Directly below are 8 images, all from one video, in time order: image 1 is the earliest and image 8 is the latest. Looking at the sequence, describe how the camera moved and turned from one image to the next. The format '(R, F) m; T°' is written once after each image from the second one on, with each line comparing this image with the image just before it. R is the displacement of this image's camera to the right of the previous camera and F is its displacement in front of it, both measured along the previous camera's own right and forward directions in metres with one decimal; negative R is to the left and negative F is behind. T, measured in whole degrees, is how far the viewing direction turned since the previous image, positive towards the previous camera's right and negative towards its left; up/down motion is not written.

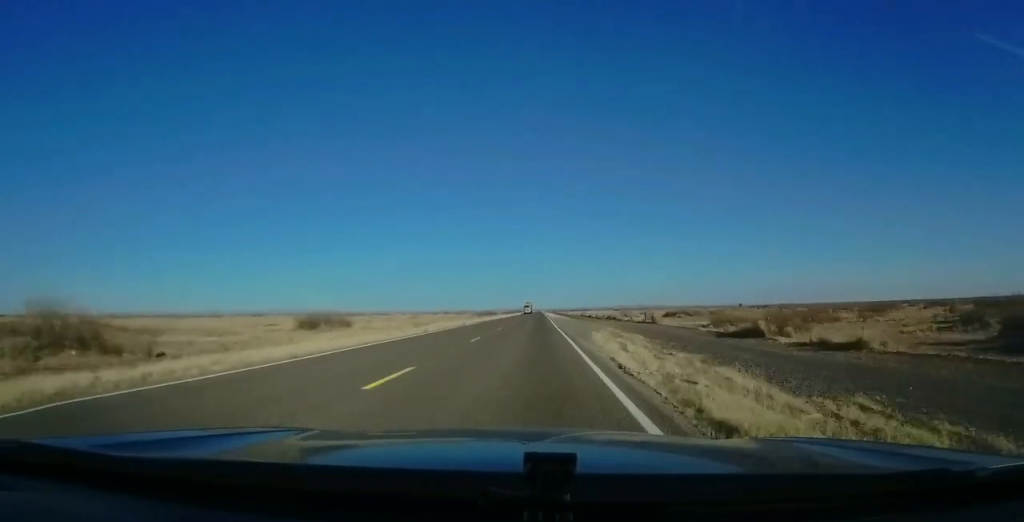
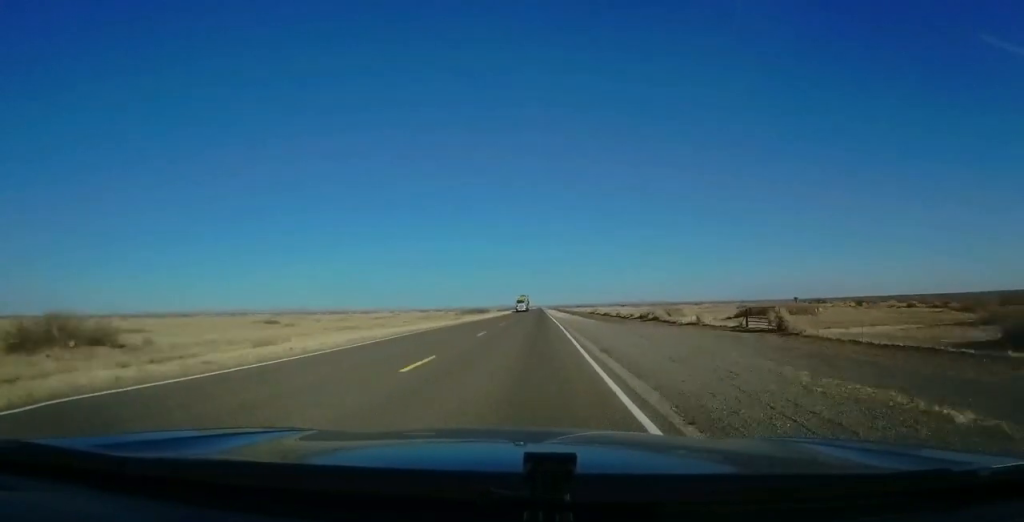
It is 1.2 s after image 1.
(-0.6, +34.6) m; -1°
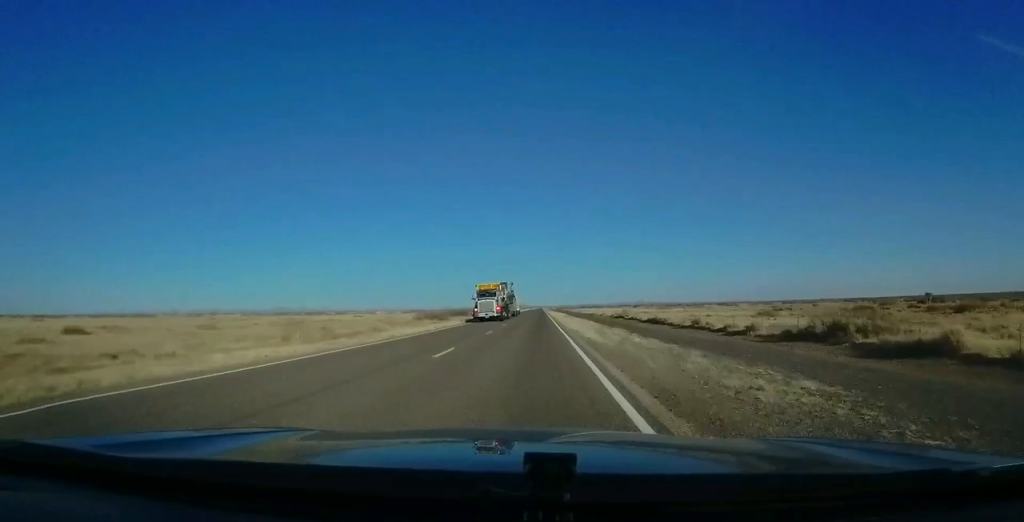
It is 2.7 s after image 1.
(+0.6, +45.8) m; +1°
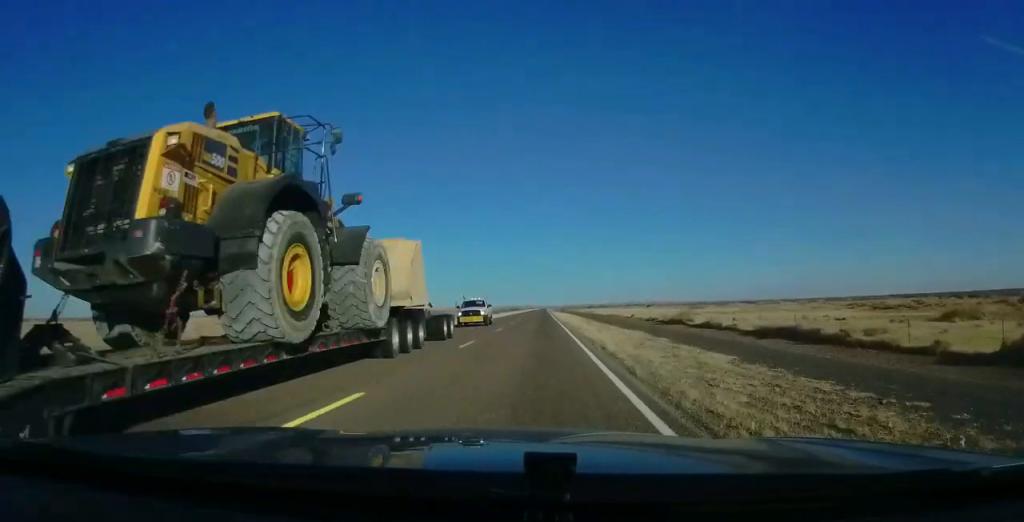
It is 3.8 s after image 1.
(-0.3, +33.6) m; -1°
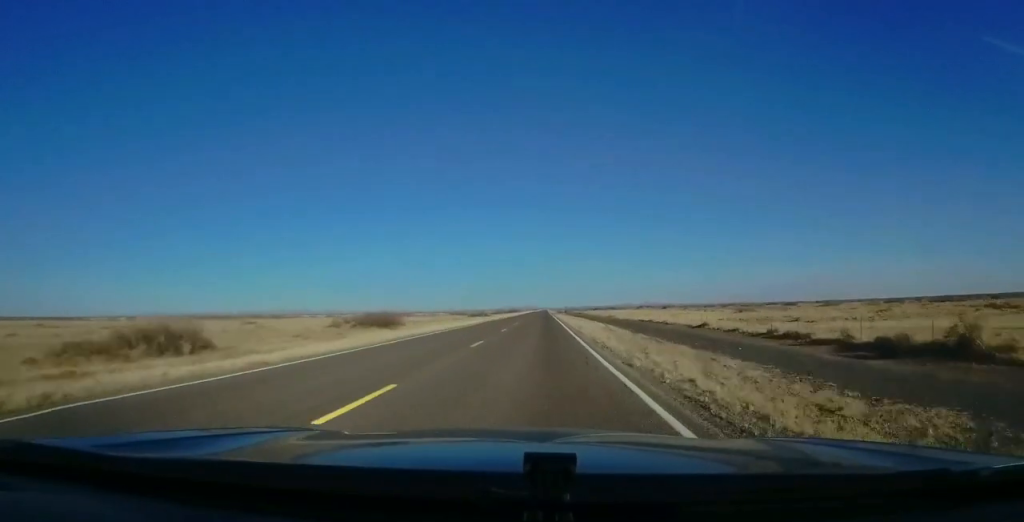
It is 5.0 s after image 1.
(-0.1, +35.4) m; 0°
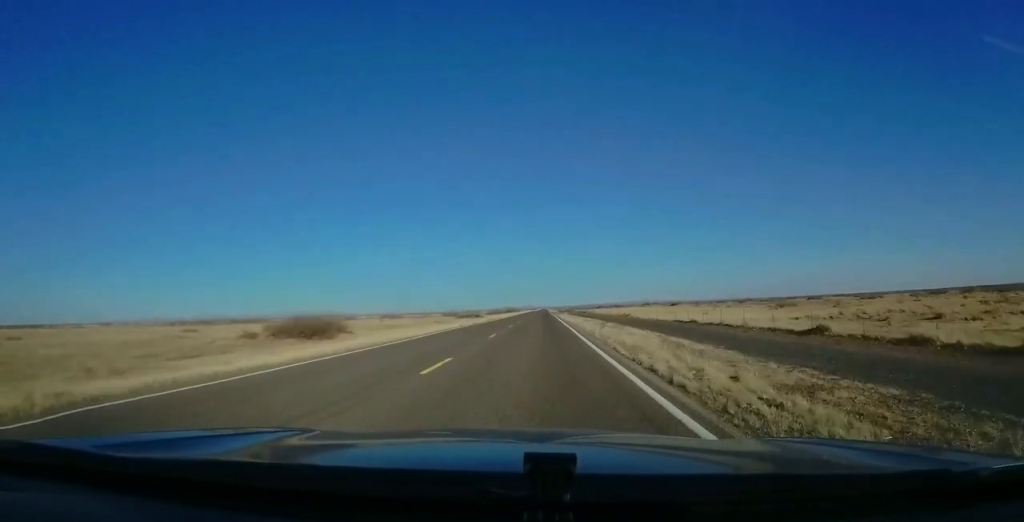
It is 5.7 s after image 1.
(0.0, +19.8) m; 0°
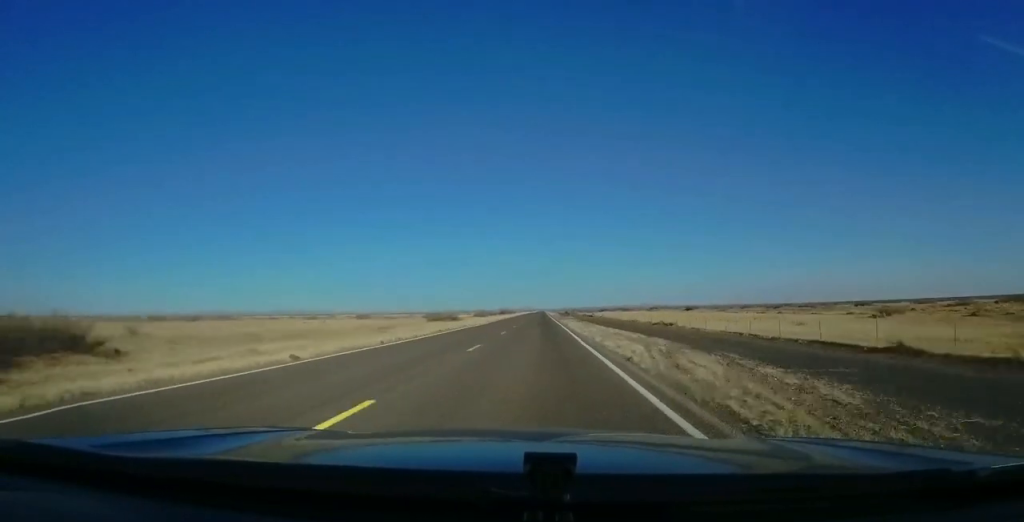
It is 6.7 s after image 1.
(0.0, +30.7) m; 0°
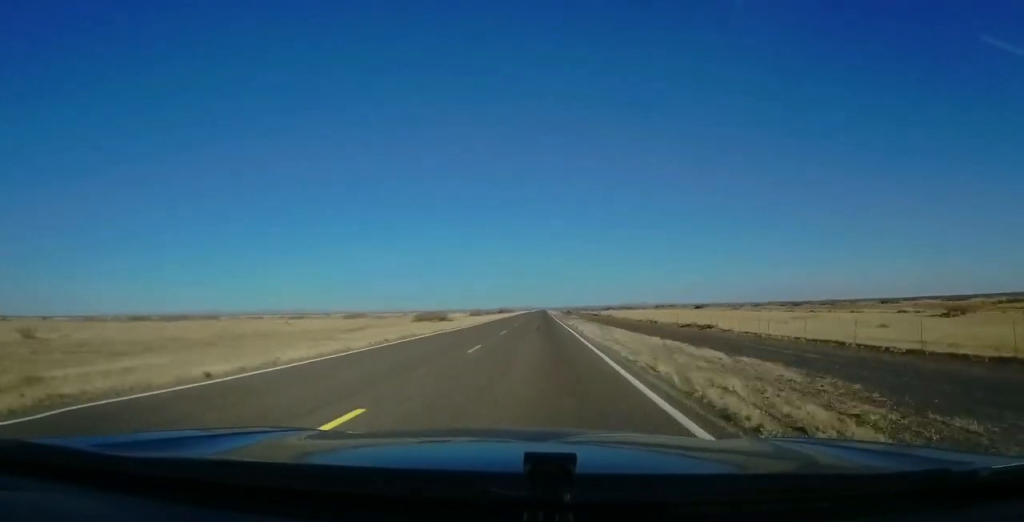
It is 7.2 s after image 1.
(0.0, +12.9) m; 0°
